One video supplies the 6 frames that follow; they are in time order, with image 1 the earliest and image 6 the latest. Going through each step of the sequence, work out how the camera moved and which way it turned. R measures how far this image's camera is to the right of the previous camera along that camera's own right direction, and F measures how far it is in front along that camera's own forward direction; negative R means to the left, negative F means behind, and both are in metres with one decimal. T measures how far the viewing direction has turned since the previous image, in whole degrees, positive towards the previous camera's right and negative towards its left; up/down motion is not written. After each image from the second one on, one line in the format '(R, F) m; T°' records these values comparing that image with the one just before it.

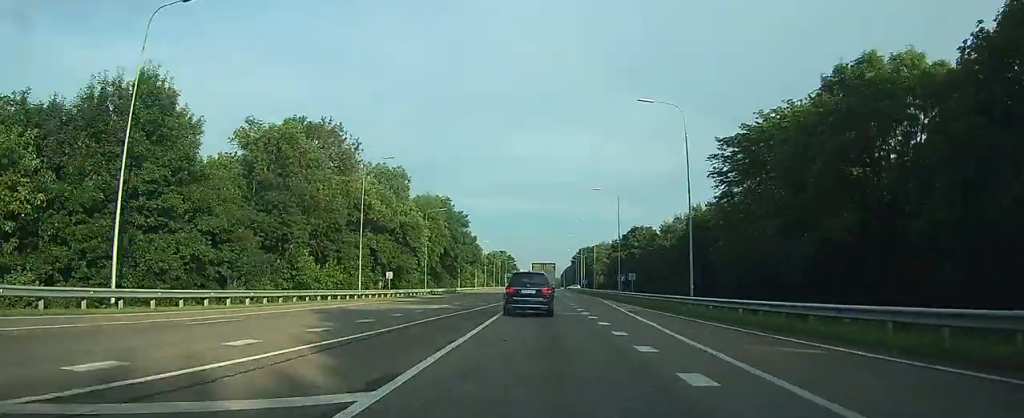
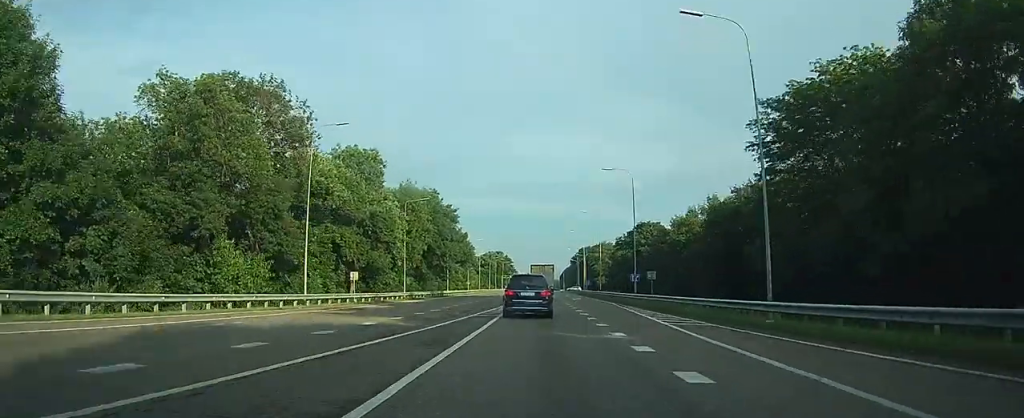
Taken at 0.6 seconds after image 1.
(0.0, +11.7) m; 0°
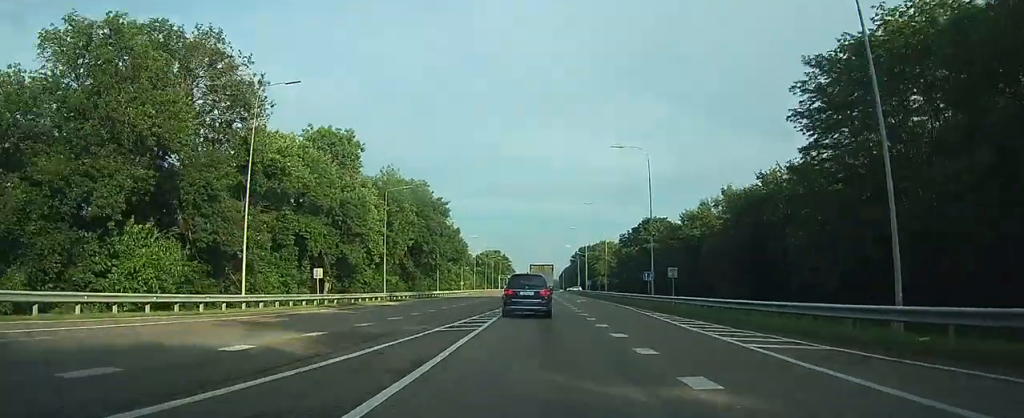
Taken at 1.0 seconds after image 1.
(0.0, +8.4) m; 0°
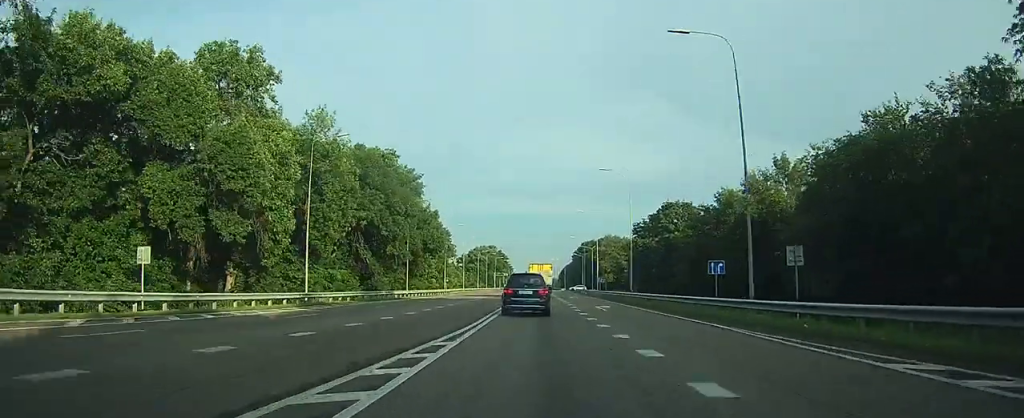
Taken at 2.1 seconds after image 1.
(0.0, +20.7) m; 0°
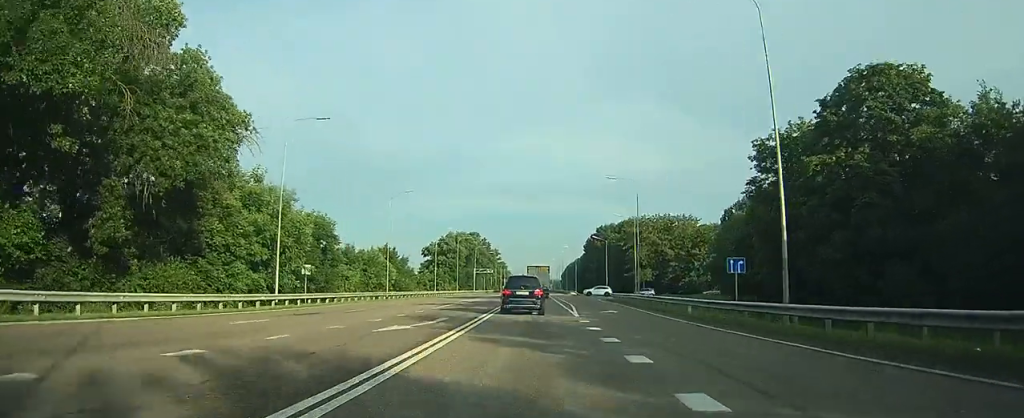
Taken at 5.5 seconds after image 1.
(0.0, +64.4) m; 0°
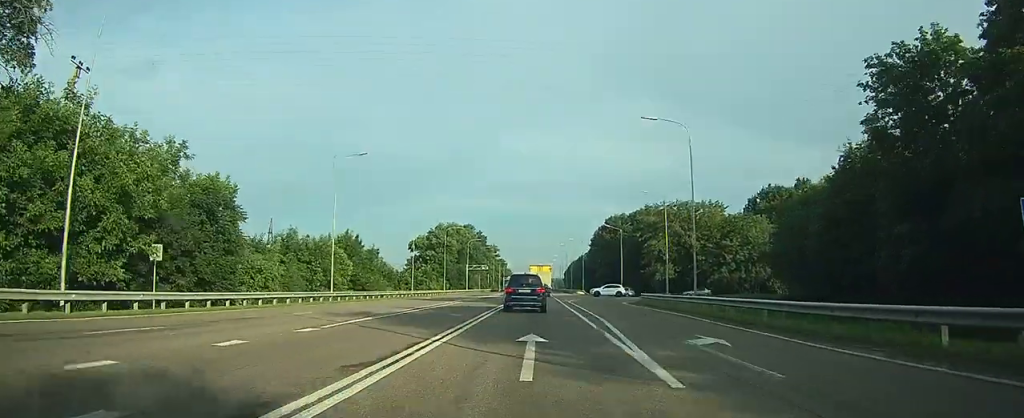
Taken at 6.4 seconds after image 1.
(0.0, +18.3) m; 0°
